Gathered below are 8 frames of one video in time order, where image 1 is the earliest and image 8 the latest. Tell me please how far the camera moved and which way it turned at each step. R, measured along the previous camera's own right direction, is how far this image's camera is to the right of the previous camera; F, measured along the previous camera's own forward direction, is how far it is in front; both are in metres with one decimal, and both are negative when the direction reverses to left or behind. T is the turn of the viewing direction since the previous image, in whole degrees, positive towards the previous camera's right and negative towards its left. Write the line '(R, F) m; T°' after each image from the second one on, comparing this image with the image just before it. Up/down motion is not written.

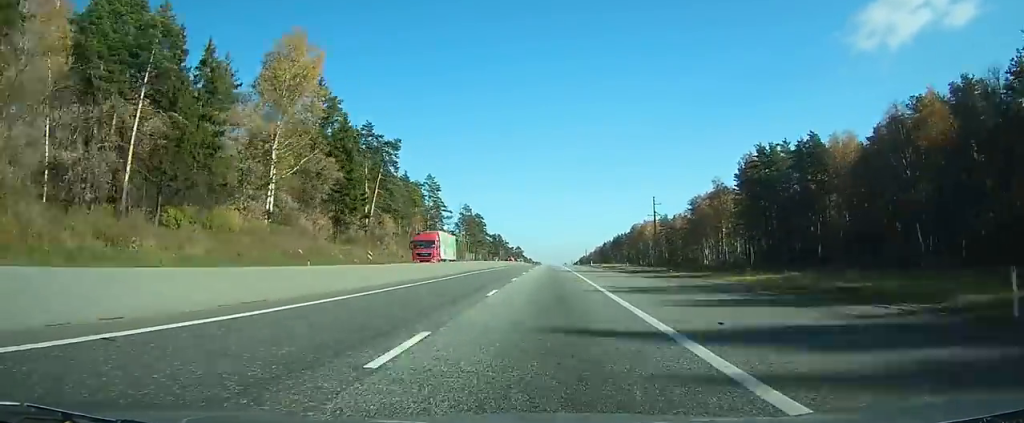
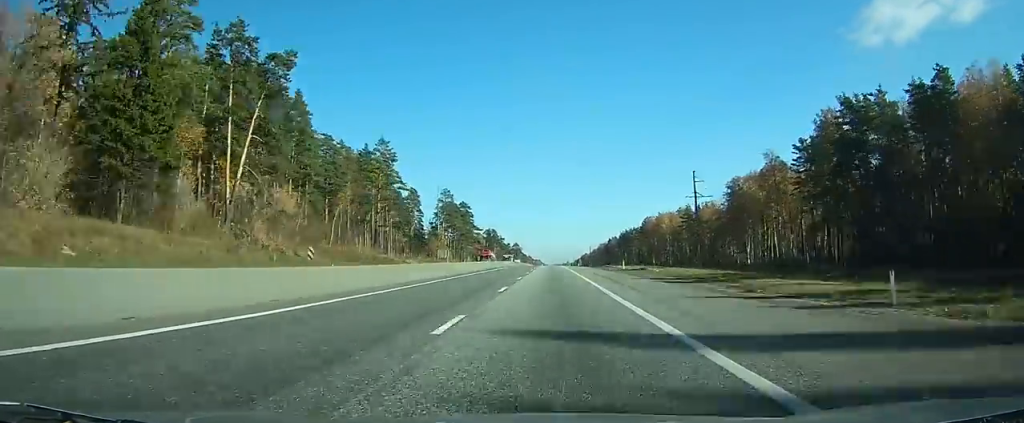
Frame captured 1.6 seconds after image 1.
(-0.1, +45.7) m; 0°
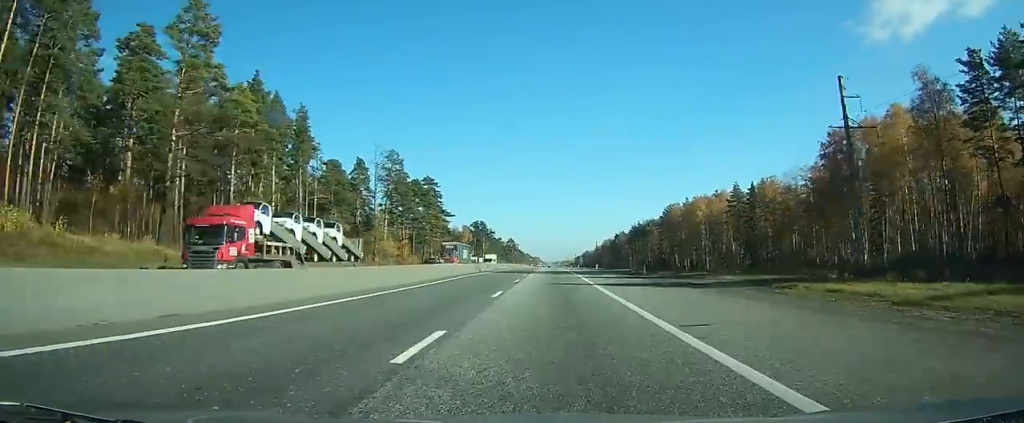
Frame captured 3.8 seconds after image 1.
(+0.1, +60.8) m; 0°
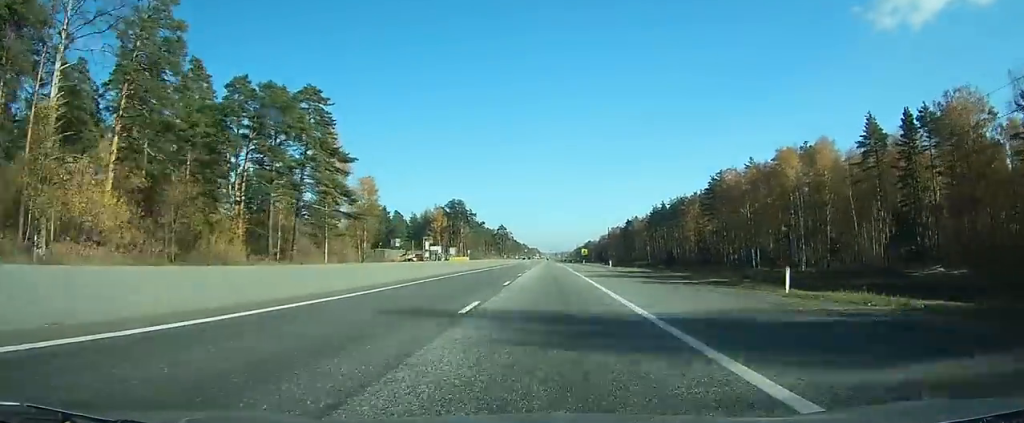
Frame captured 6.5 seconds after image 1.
(+0.2, +75.5) m; 0°
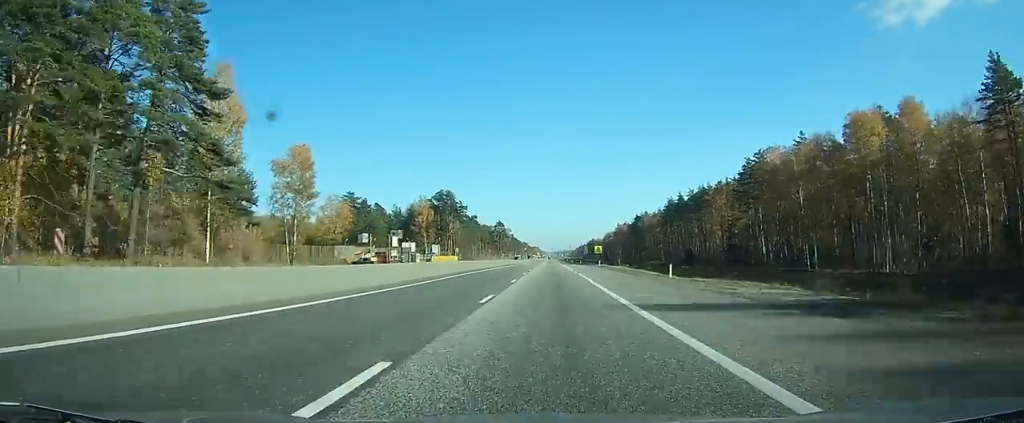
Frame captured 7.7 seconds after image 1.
(-0.1, +34.0) m; 0°
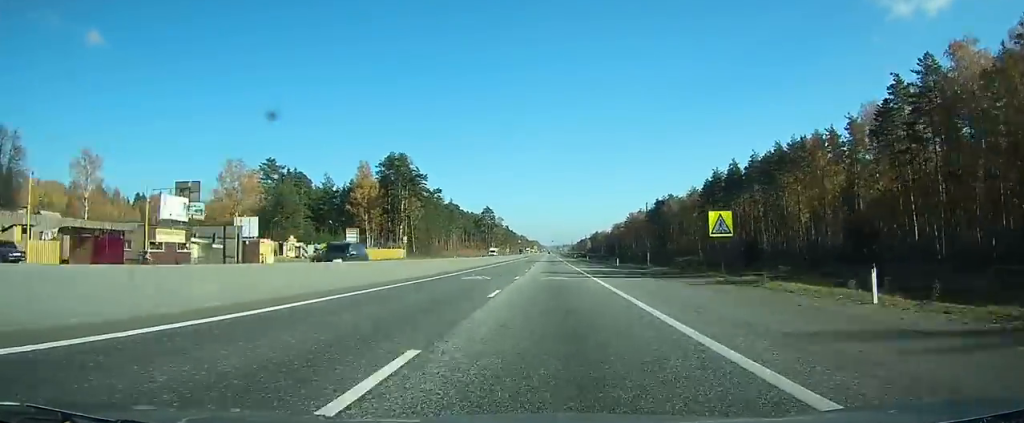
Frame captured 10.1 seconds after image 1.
(0.0, +73.9) m; 0°
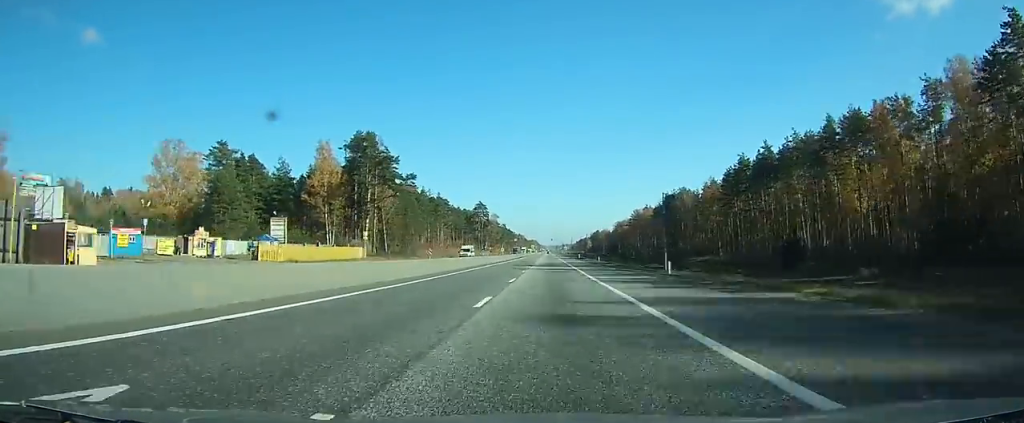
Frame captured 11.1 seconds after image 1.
(+0.1, +27.1) m; 0°
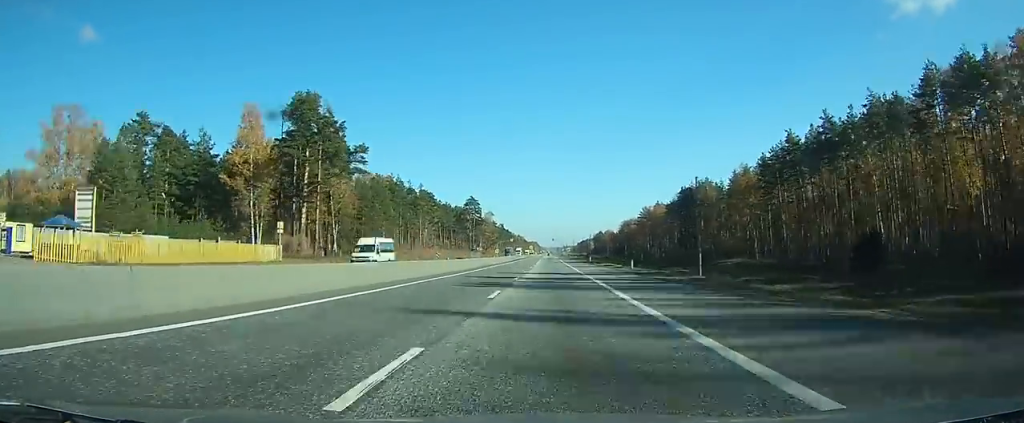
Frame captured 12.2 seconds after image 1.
(+0.1, +32.7) m; 0°
